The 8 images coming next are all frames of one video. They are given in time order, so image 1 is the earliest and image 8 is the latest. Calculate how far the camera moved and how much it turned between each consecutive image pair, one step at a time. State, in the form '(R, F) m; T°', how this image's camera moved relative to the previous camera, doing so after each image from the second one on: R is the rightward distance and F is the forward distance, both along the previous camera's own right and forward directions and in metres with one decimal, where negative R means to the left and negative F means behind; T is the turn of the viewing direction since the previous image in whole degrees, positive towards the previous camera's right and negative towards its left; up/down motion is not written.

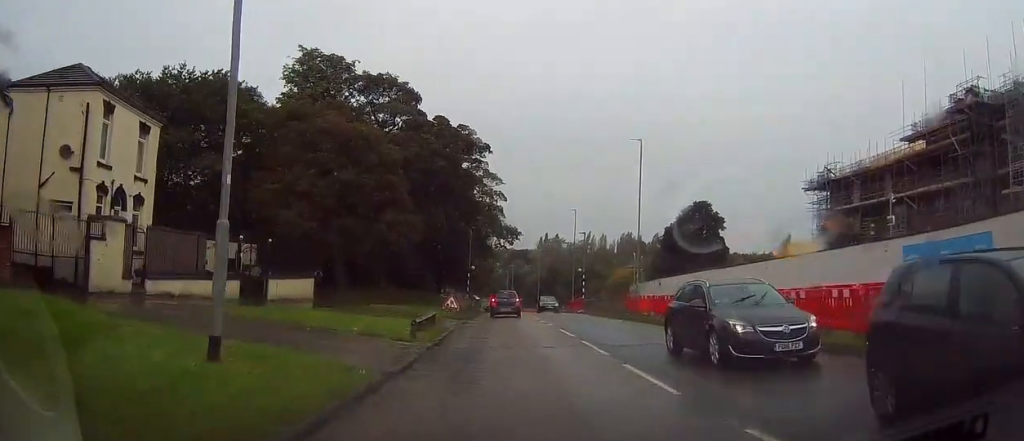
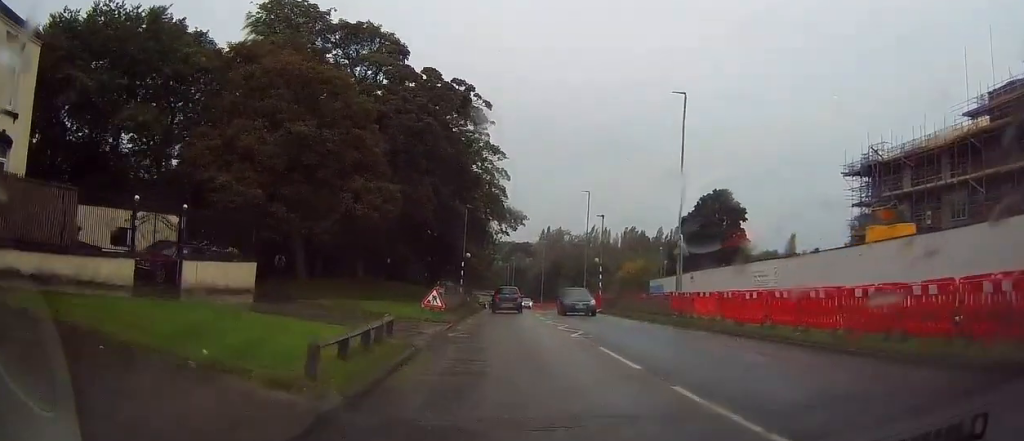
(+0.1, +8.9) m; -1°
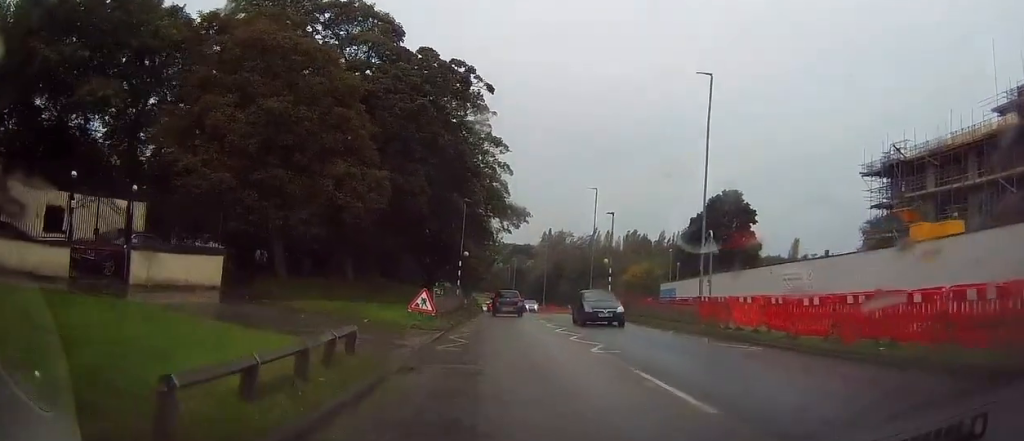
(-0.1, +3.5) m; 0°
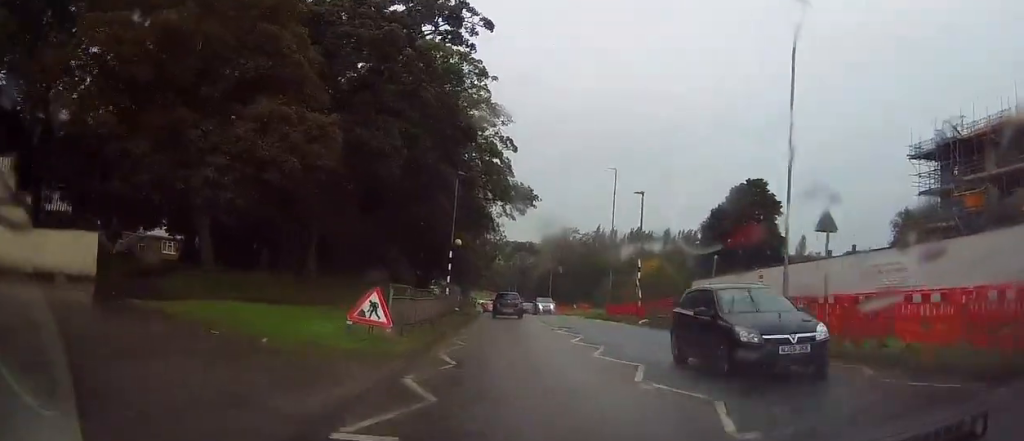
(-0.1, +8.4) m; 0°
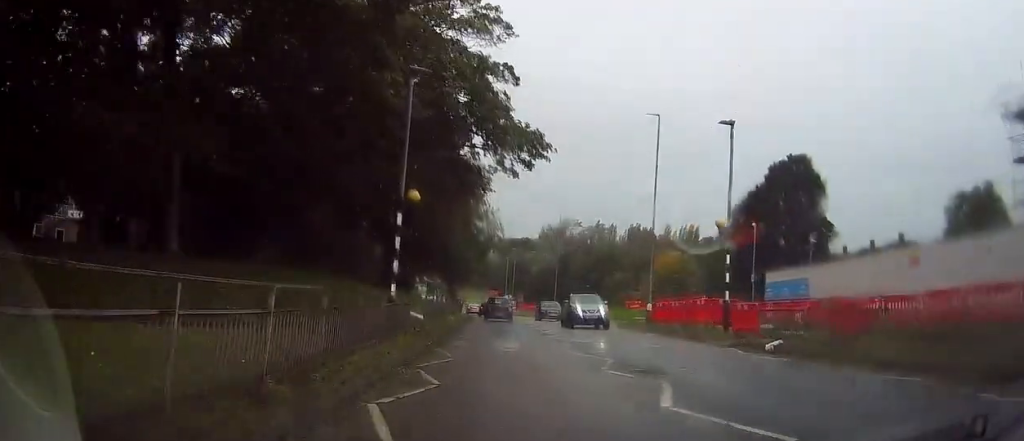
(-0.1, +14.2) m; -2°
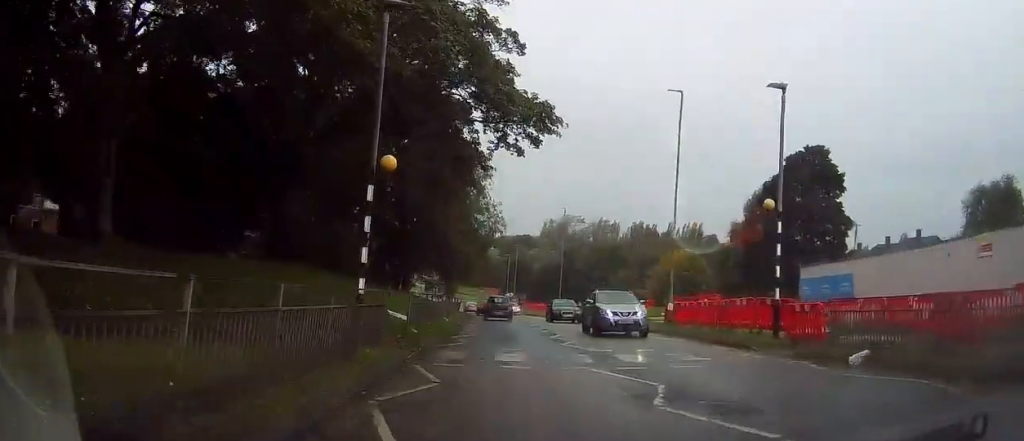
(0.0, +3.8) m; 0°
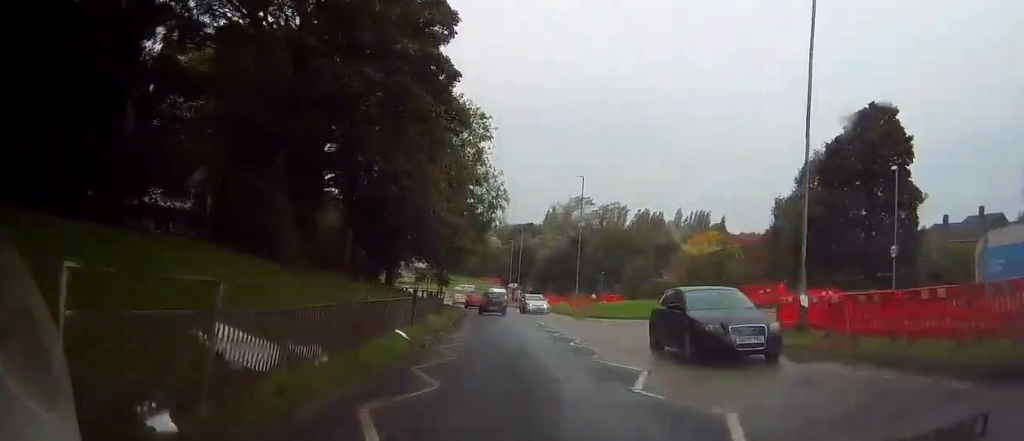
(+0.2, +12.8) m; +1°
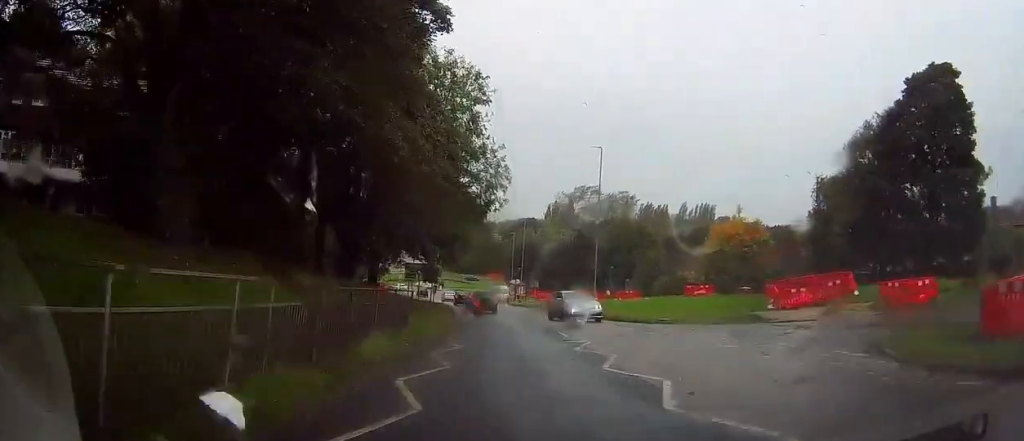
(-0.1, +9.3) m; 0°
